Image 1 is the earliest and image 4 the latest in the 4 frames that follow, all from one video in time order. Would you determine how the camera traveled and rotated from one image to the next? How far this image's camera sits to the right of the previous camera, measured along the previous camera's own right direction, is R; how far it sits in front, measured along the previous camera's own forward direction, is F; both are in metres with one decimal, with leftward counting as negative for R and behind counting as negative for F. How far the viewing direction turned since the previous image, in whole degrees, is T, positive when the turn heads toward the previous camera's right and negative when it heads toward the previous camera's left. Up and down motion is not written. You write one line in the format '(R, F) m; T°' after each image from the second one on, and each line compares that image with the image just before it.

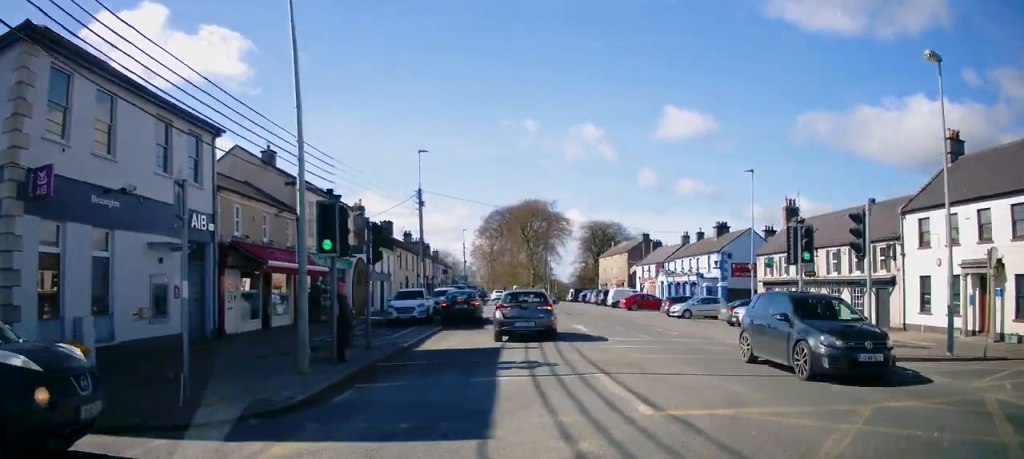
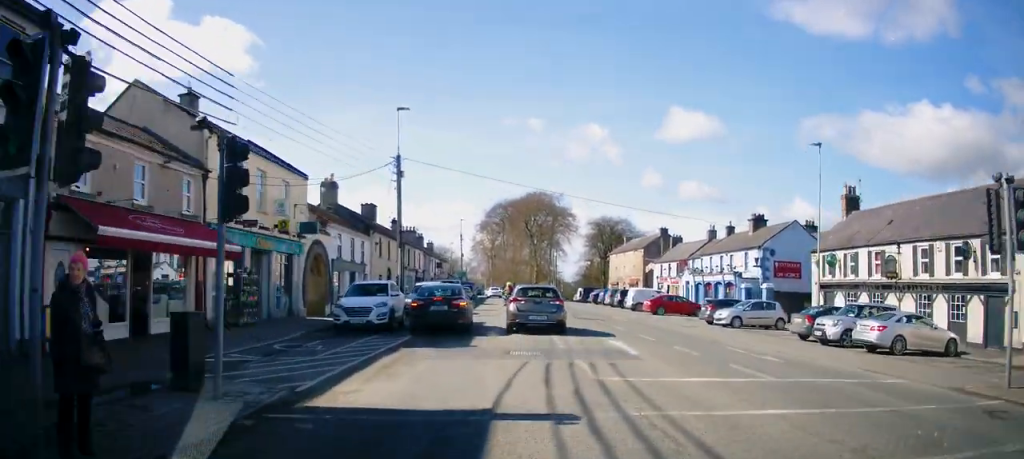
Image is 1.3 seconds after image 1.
(+0.2, +8.5) m; +5°
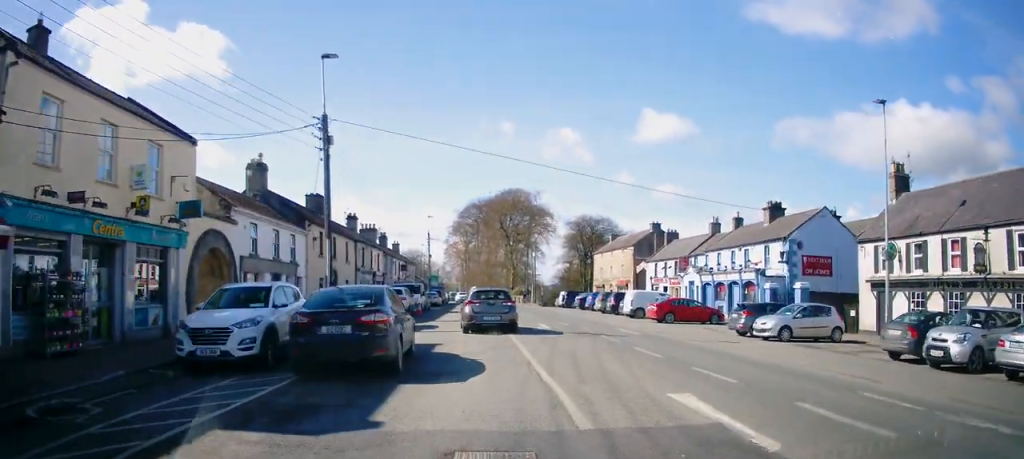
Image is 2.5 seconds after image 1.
(+0.3, +8.1) m; 0°
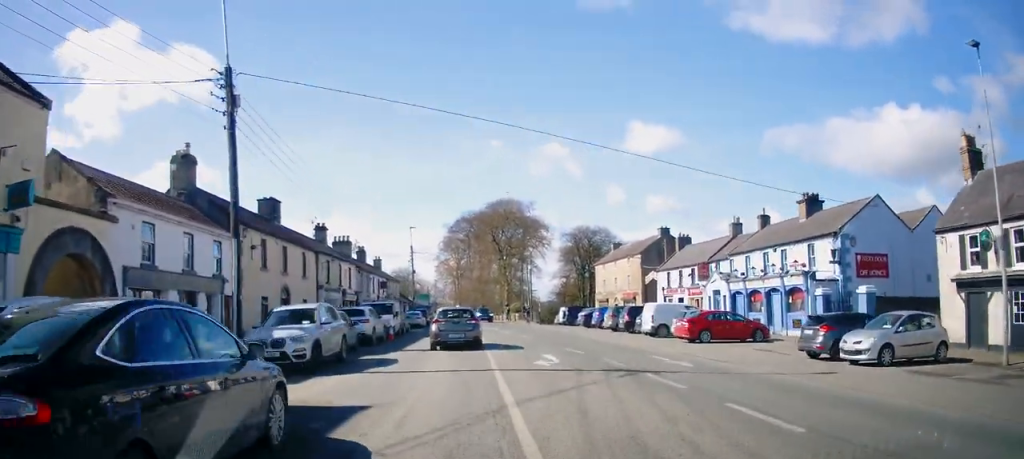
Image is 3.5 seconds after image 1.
(-0.3, +7.1) m; -5°
